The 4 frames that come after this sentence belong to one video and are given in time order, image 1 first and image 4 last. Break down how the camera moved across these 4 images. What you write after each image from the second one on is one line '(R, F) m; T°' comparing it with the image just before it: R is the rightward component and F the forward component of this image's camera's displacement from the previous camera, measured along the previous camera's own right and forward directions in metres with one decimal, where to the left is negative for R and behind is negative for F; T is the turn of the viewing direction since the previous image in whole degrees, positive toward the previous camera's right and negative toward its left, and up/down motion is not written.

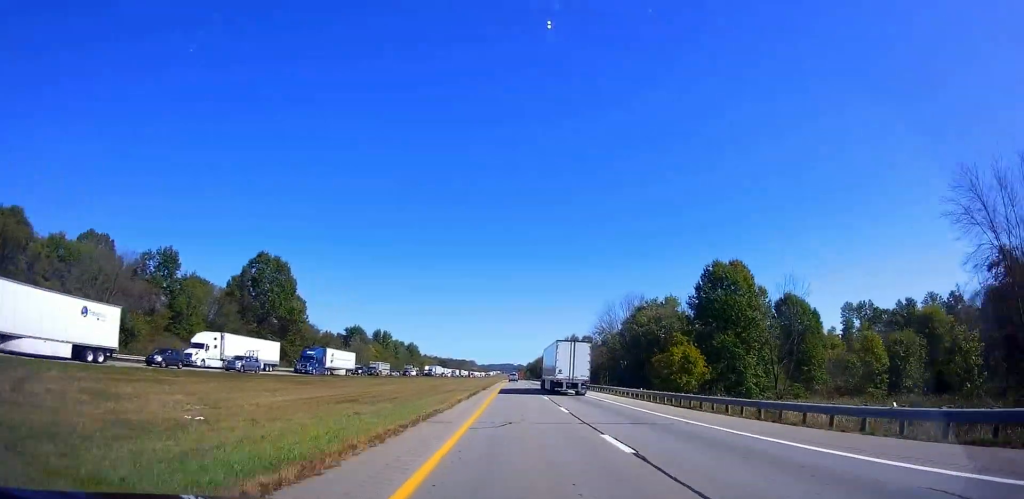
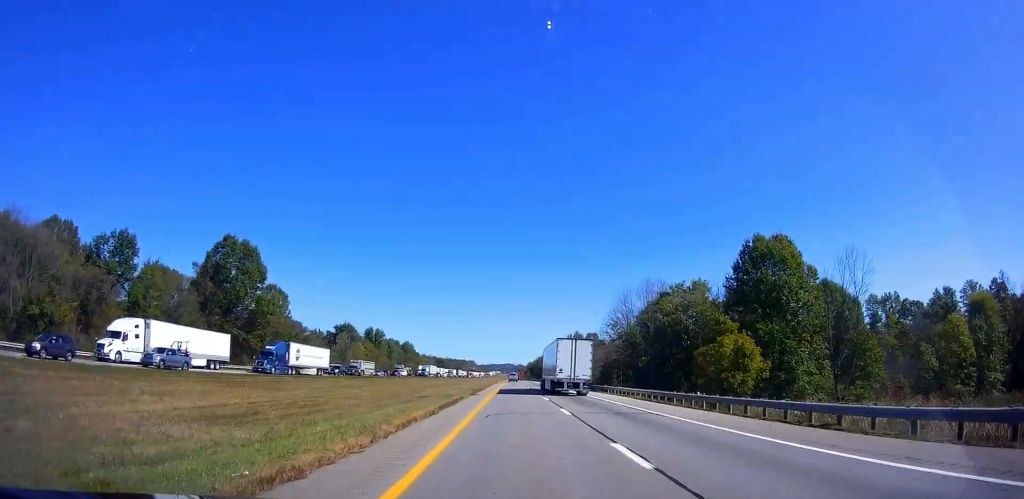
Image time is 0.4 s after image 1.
(-0.2, +14.0) m; 0°
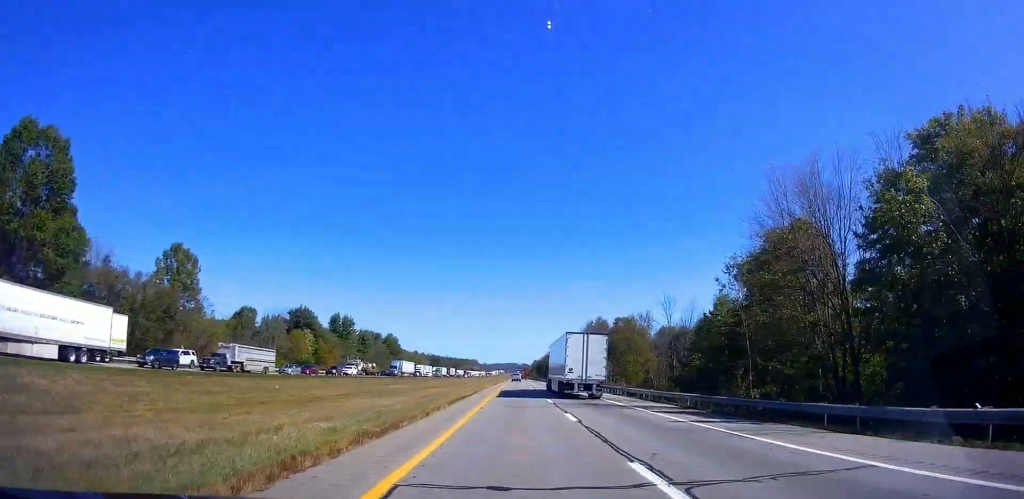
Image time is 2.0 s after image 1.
(-1.0, +49.7) m; -1°
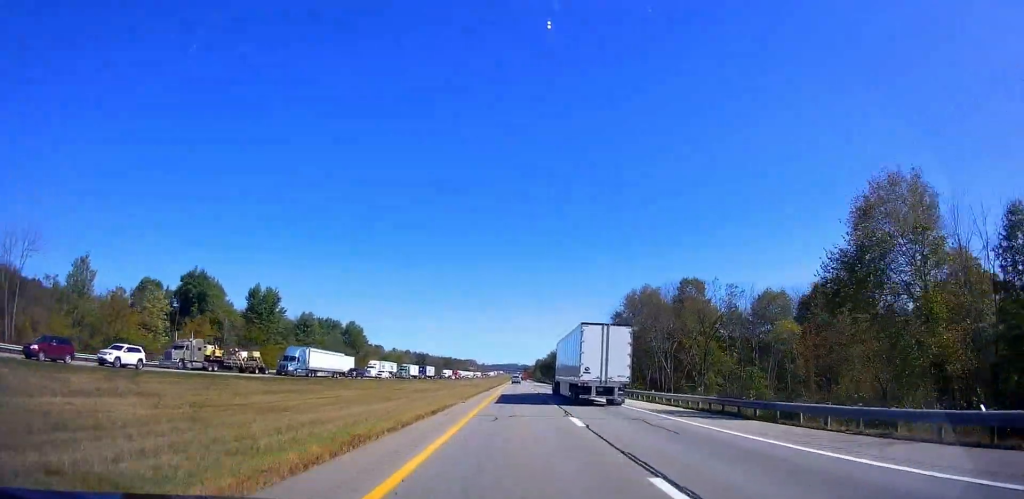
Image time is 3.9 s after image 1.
(+0.2, +61.9) m; 0°
